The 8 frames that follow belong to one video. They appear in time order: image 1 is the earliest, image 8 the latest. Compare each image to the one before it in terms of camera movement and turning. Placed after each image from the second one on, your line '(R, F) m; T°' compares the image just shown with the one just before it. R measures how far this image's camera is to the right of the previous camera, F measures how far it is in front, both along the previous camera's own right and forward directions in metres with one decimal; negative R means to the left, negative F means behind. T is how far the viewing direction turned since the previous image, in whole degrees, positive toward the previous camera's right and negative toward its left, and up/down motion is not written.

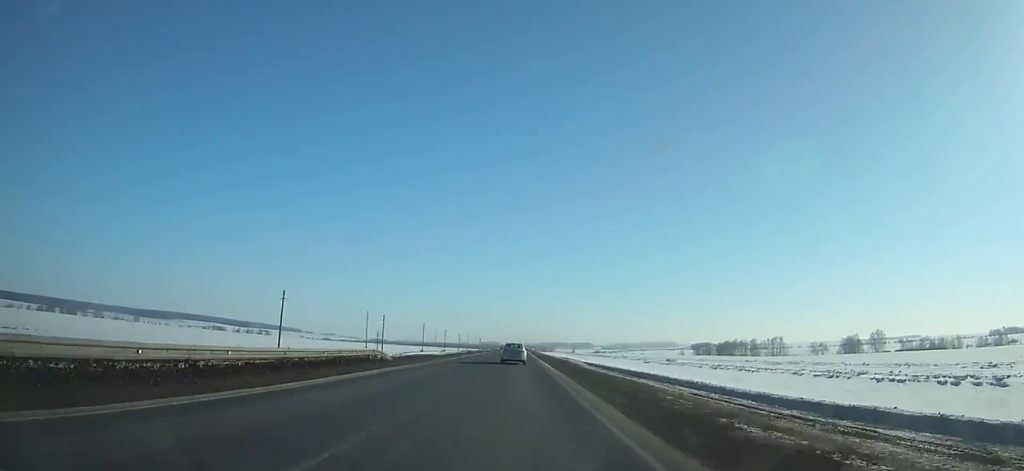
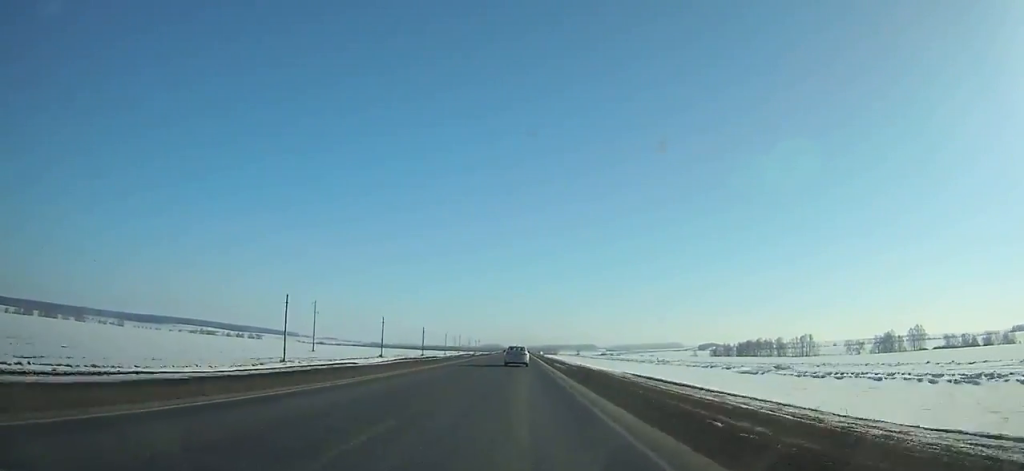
(0.0, +58.7) m; 0°
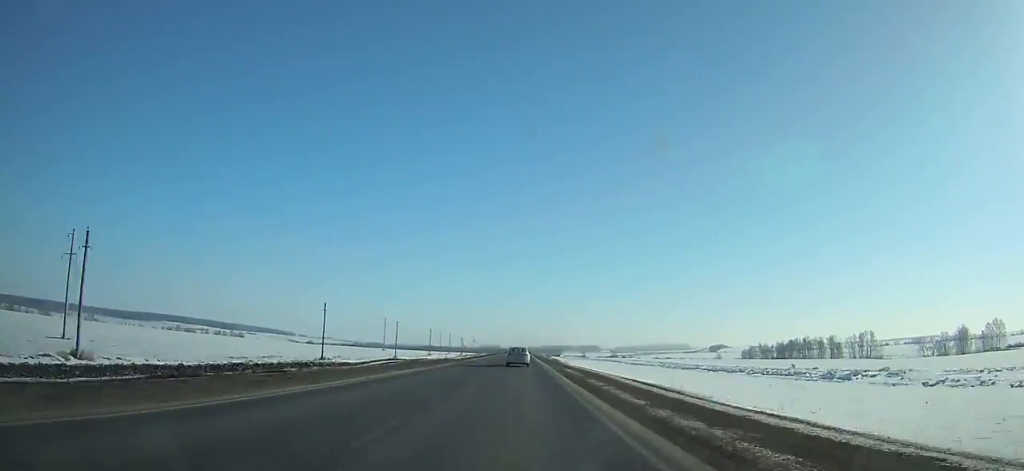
(0.0, +95.9) m; 0°
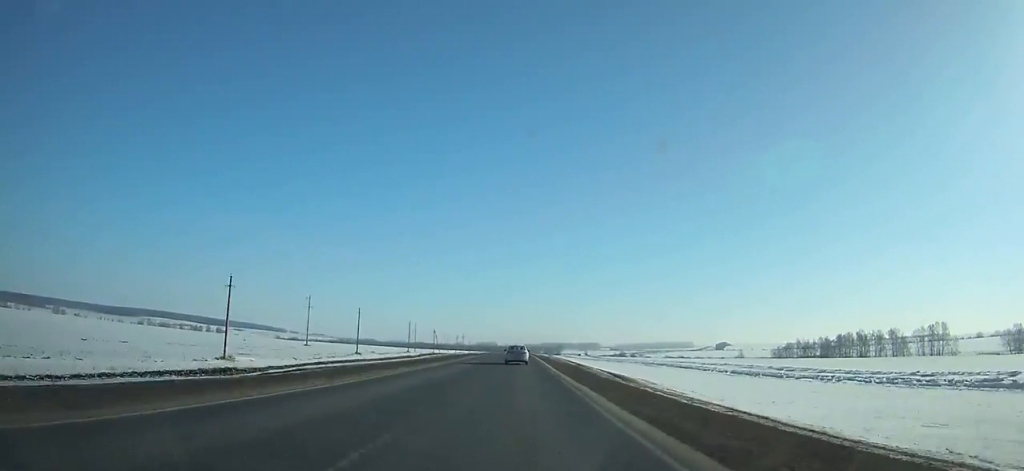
(+0.1, +85.5) m; 0°
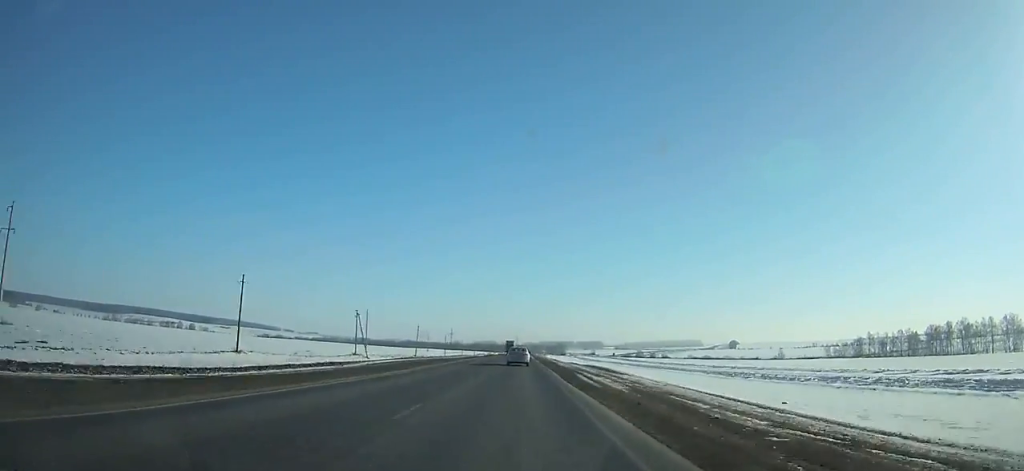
(+0.2, +103.4) m; 0°
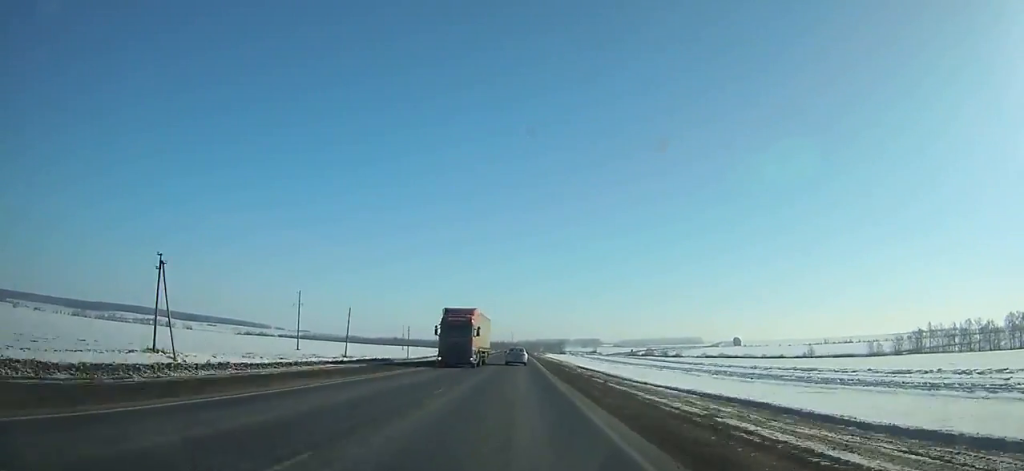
(+0.1, +66.2) m; 0°
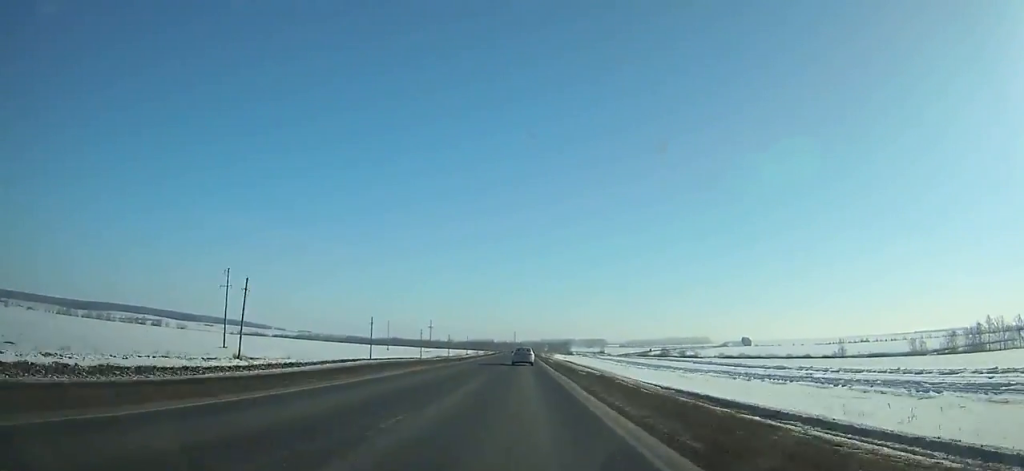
(+0.1, +43.2) m; 0°
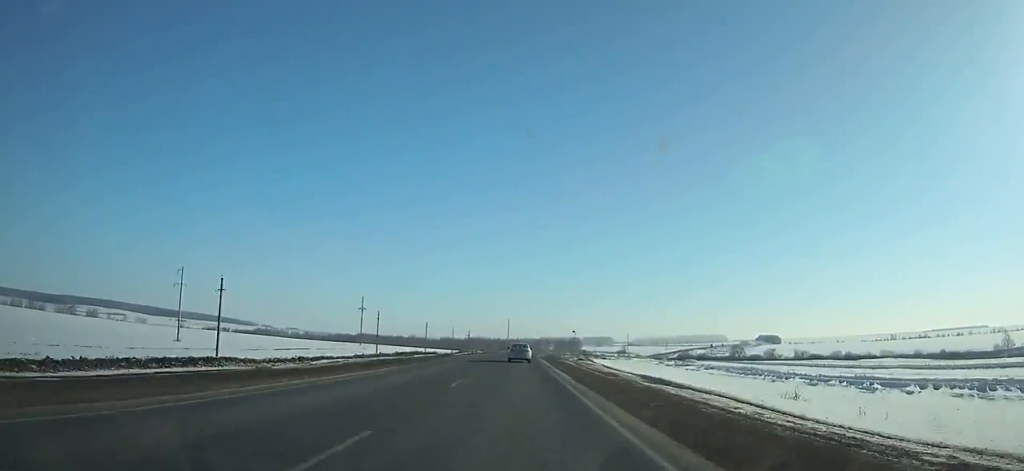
(0.0, +167.5) m; +1°
